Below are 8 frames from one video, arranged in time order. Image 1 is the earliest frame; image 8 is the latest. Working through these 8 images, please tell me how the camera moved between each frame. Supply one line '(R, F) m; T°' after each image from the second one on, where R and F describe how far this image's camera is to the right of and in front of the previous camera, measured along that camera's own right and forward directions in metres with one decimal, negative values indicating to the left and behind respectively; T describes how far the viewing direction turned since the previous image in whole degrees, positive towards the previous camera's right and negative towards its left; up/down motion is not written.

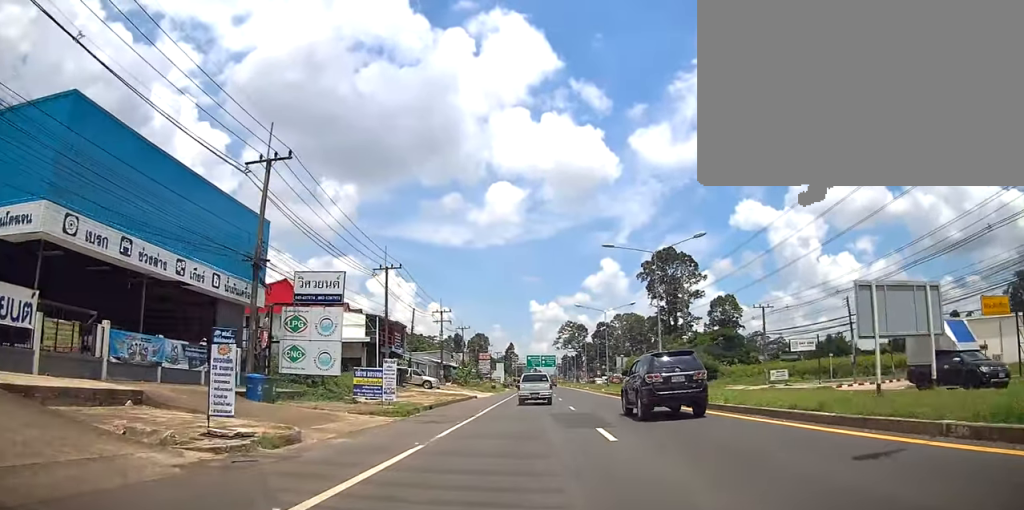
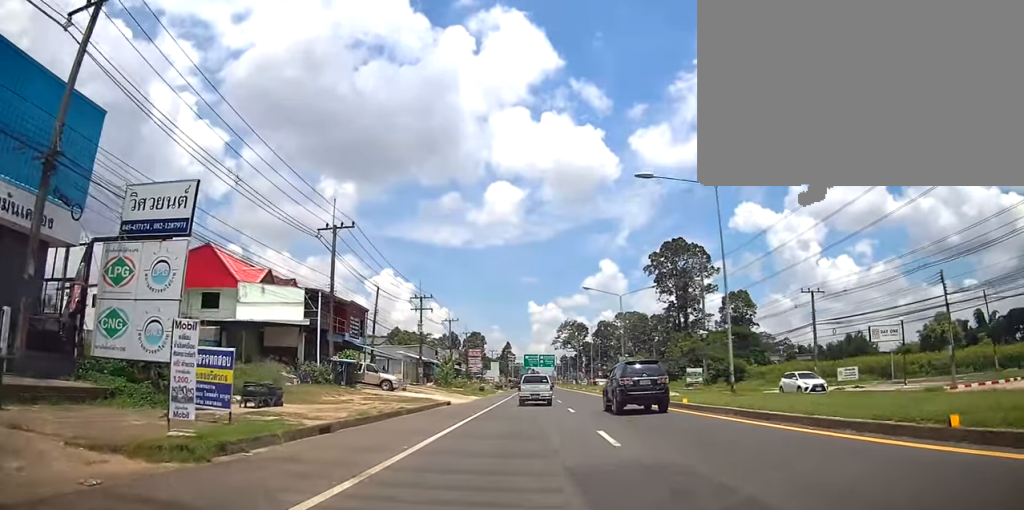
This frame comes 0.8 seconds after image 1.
(0.0, +12.4) m; +2°
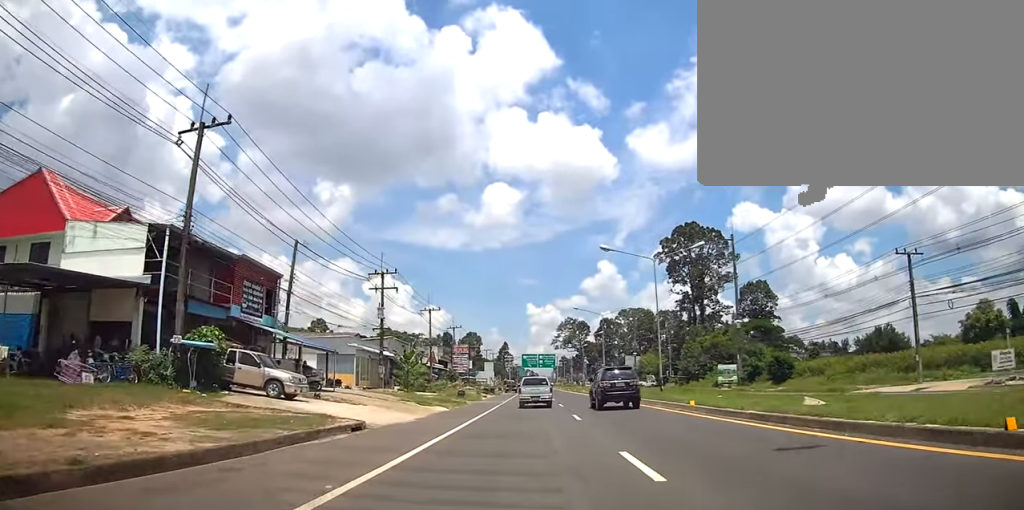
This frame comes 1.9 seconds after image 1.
(+0.6, +15.3) m; +1°
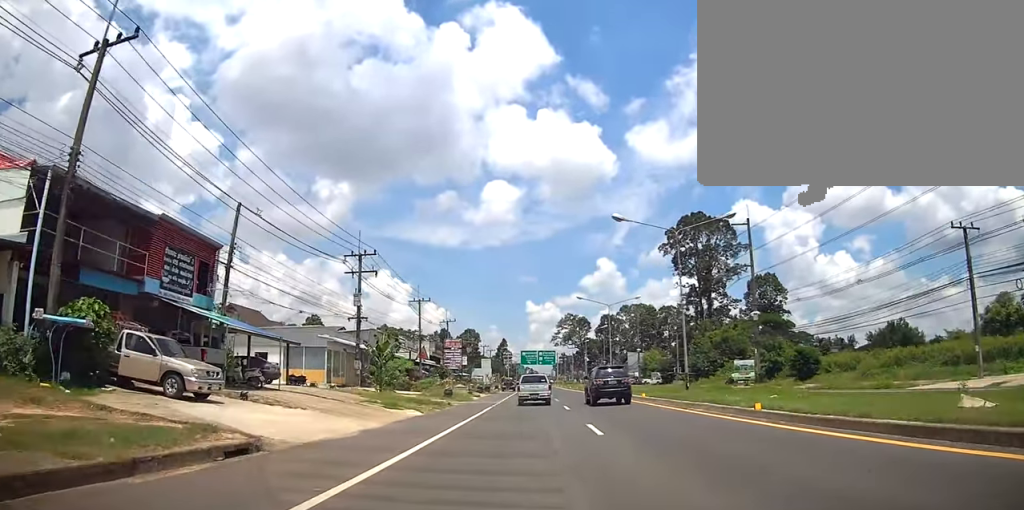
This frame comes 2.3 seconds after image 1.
(-0.2, +6.0) m; 0°
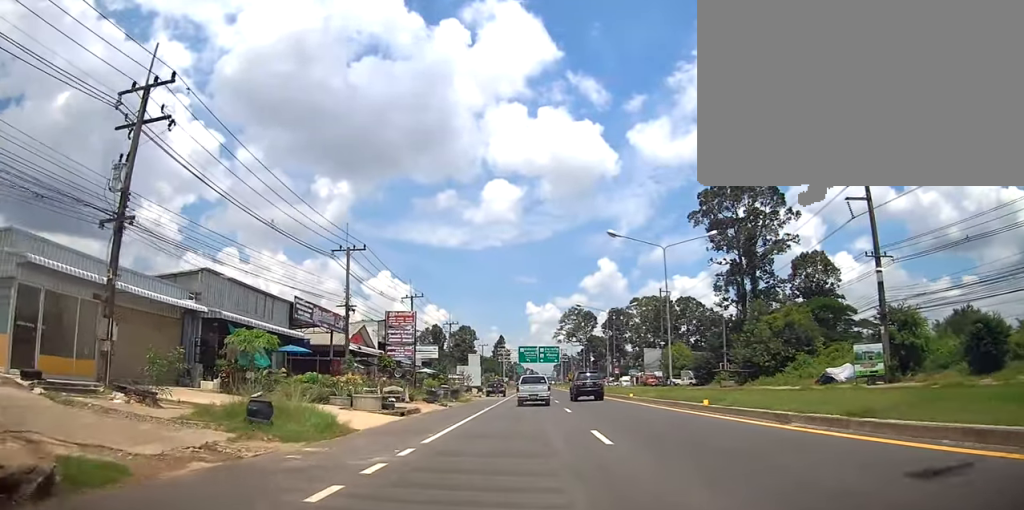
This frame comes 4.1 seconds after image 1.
(0.0, +25.2) m; -1°
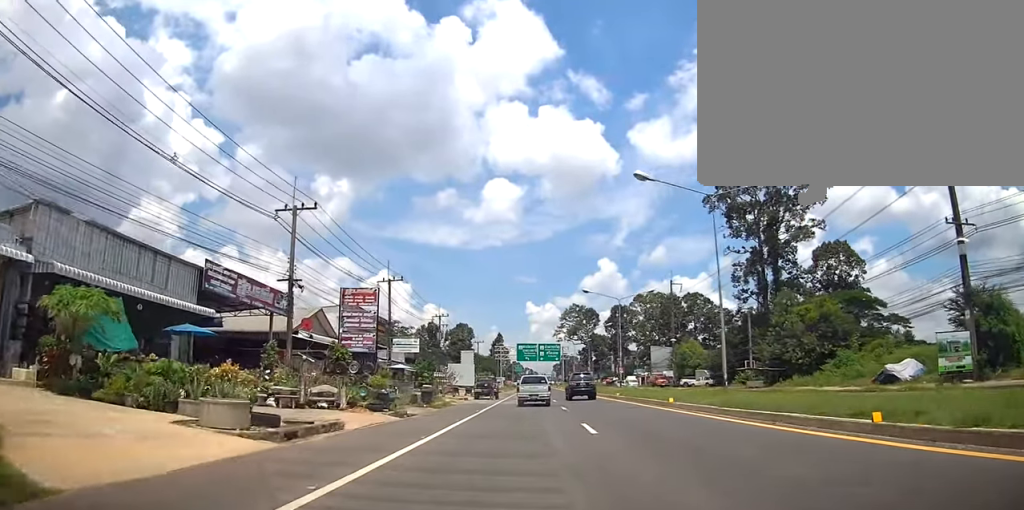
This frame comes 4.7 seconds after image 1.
(-0.4, +9.3) m; -1°
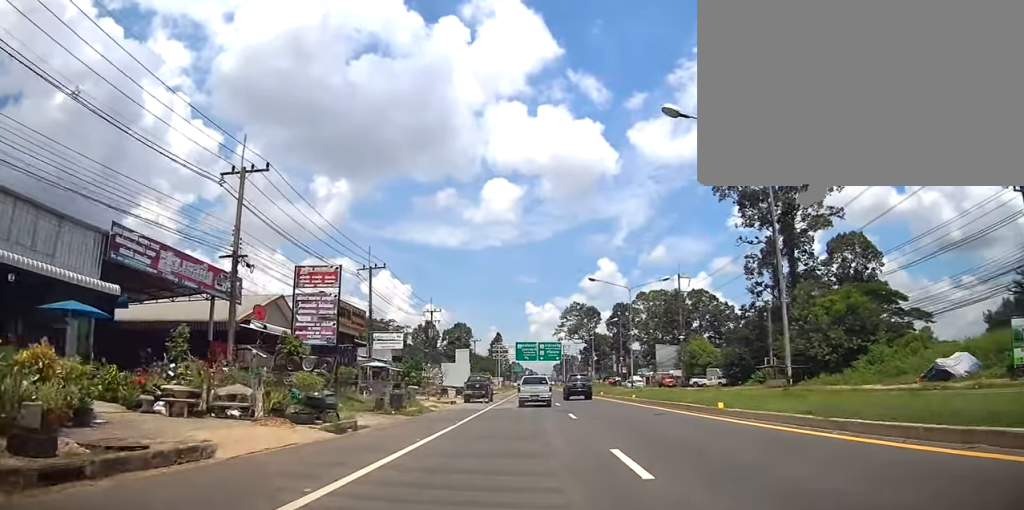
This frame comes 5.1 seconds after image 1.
(0.0, +6.0) m; 0°
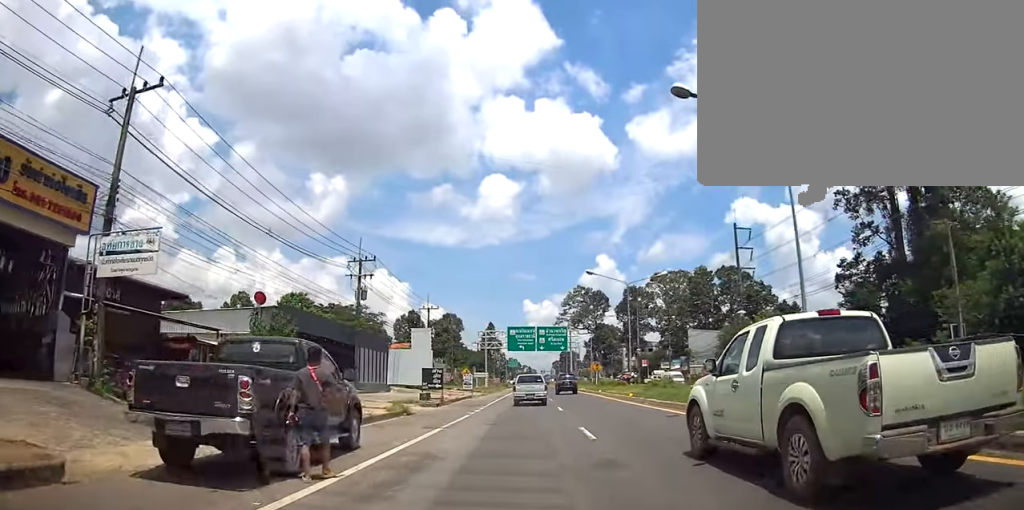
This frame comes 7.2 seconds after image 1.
(+0.9, +29.9) m; +1°
